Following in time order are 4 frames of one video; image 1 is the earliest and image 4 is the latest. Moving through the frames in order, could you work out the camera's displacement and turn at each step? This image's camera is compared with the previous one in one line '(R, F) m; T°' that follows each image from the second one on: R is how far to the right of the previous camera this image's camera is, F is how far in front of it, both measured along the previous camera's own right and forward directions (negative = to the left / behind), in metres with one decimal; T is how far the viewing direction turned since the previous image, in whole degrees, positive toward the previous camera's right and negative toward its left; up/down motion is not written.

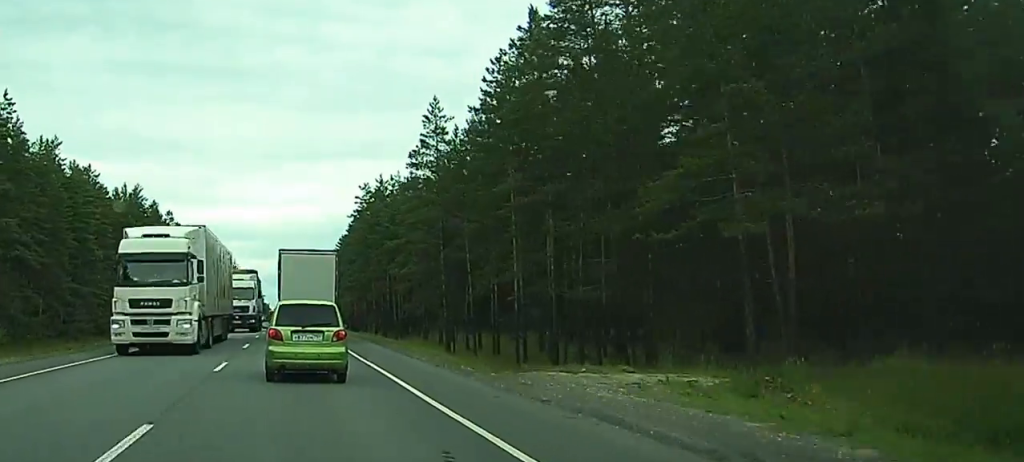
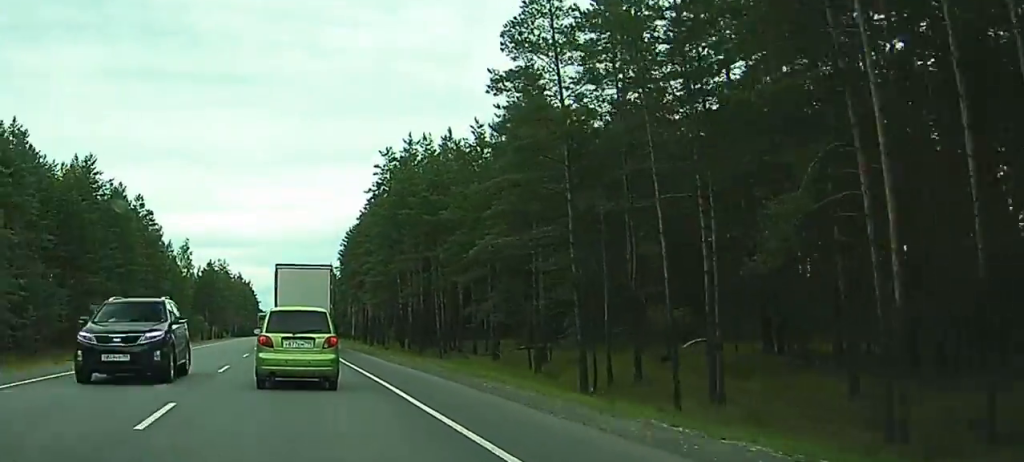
(-0.2, +30.8) m; 0°
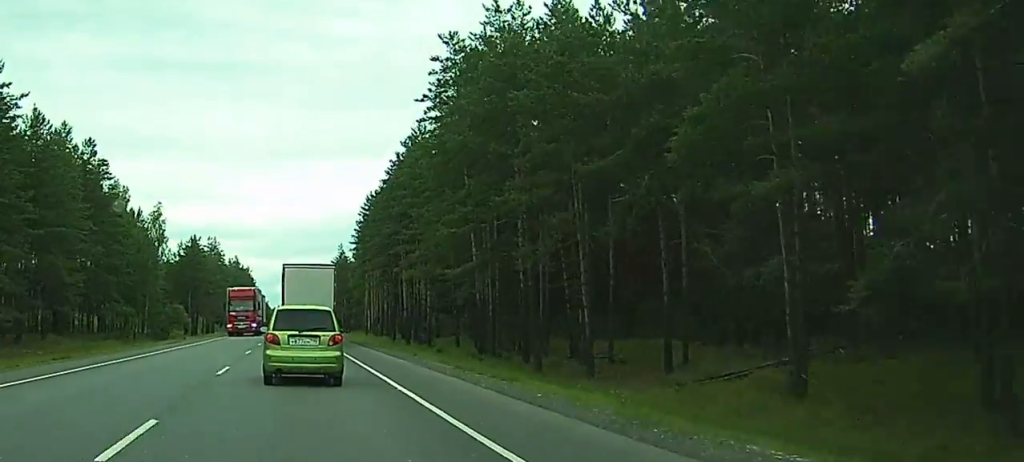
(-1.0, +31.9) m; -1°
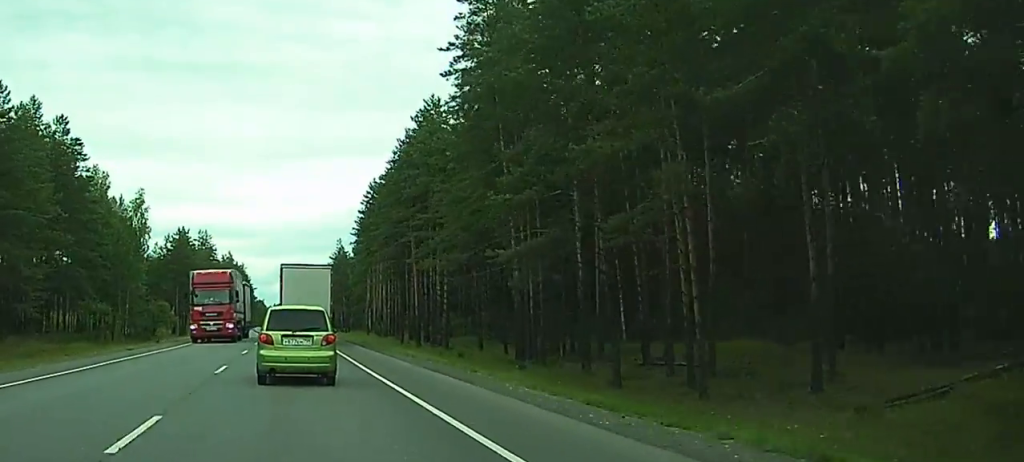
(+0.5, +12.9) m; +1°
